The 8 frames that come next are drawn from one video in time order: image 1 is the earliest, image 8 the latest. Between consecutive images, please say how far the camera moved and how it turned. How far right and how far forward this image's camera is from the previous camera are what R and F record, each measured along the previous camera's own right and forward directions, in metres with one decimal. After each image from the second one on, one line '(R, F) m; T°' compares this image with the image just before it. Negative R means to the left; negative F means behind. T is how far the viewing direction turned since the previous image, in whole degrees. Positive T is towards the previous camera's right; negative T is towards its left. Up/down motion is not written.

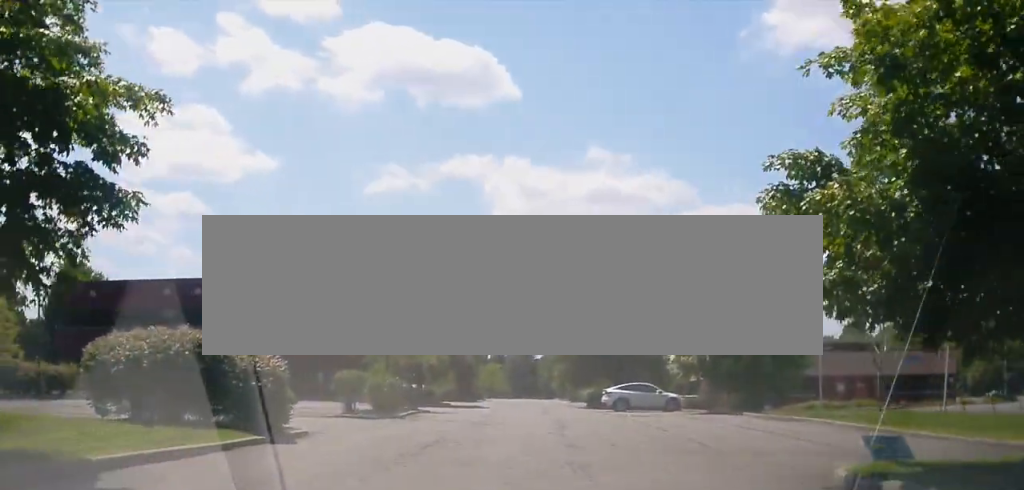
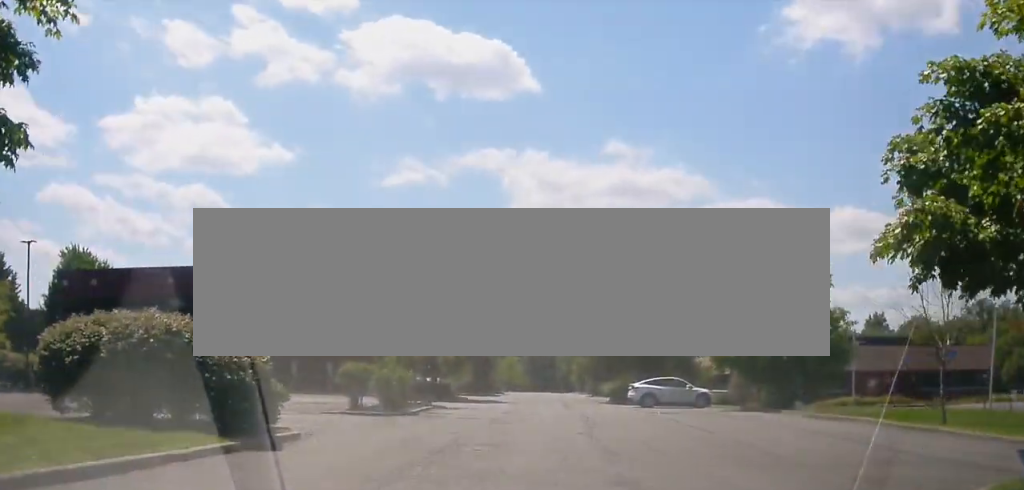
(-0.1, +2.8) m; -1°
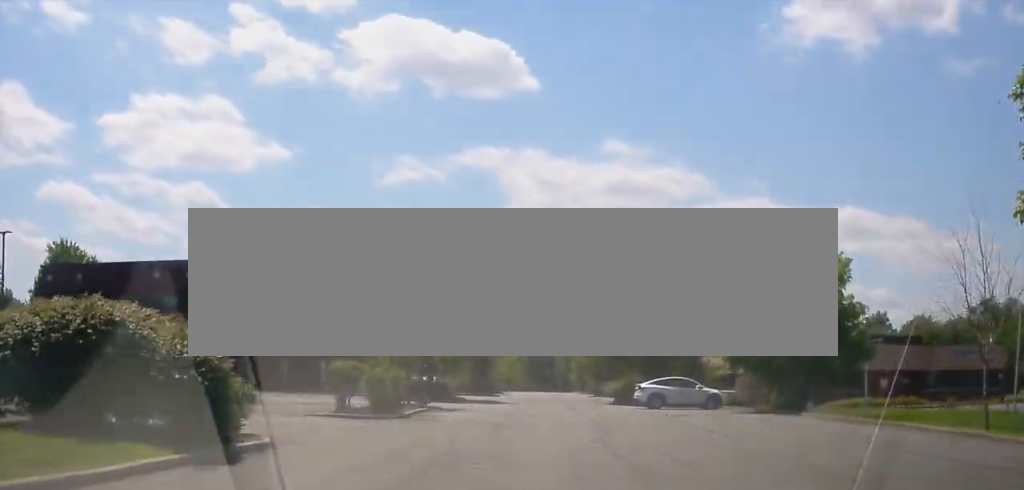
(-0.1, +2.3) m; 0°
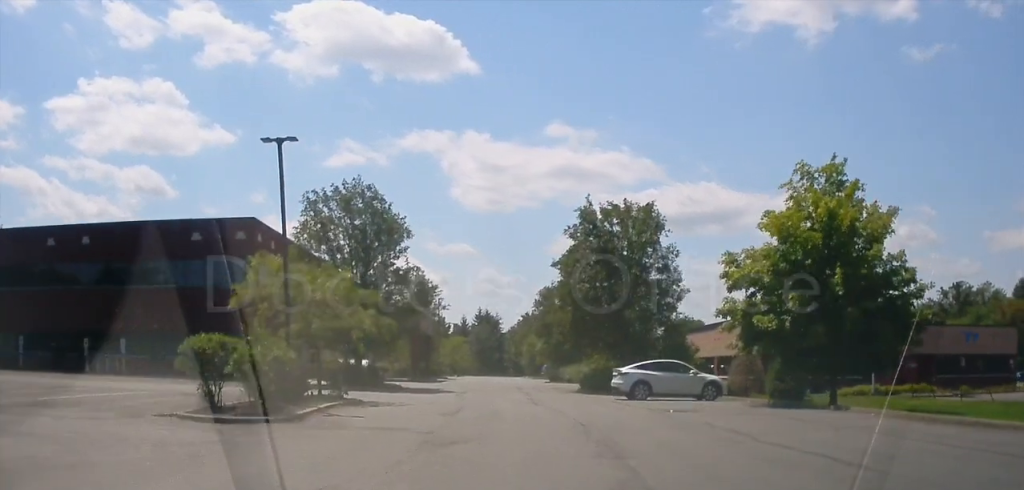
(+0.1, +8.7) m; 0°
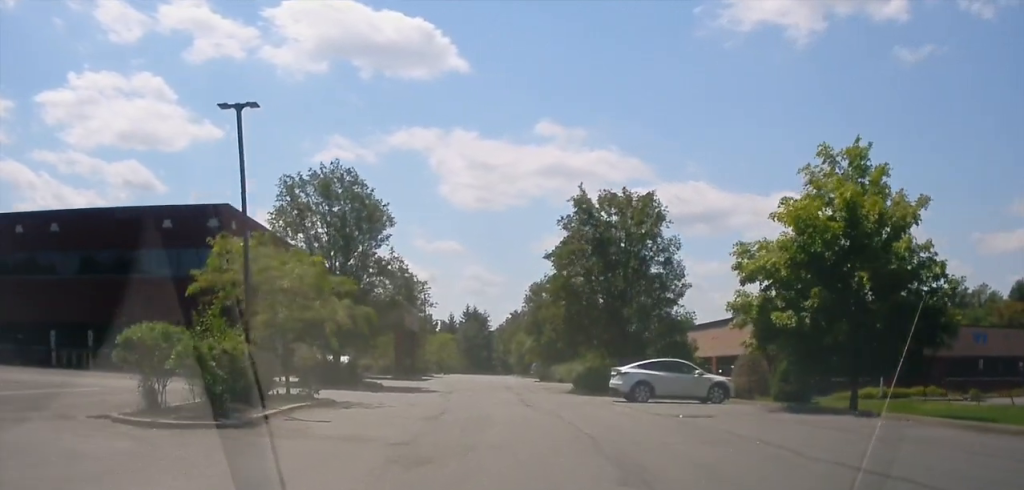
(0.0, +2.7) m; +2°
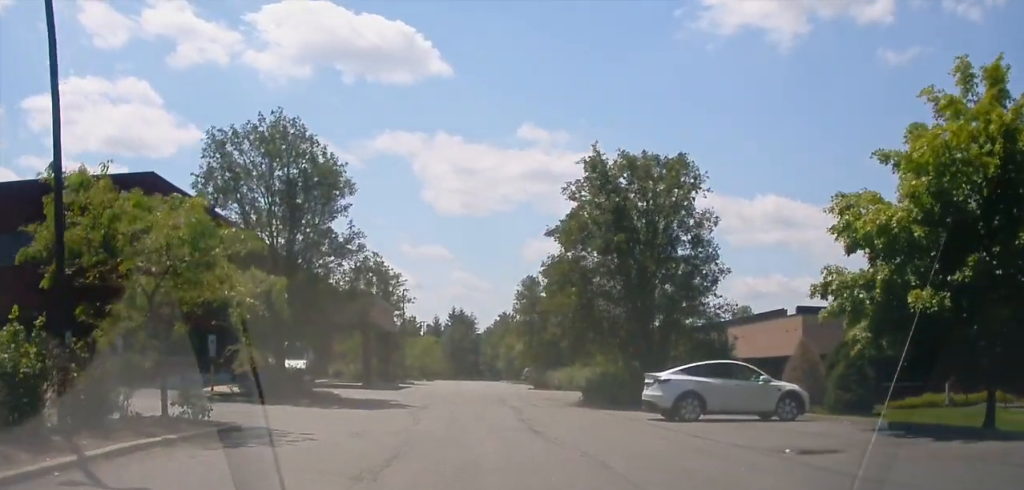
(+0.9, +8.4) m; +2°
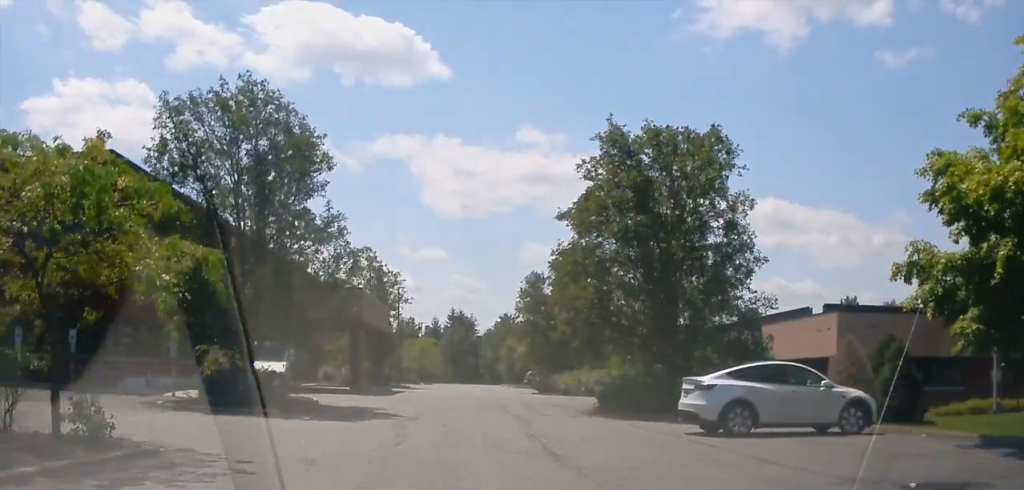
(-0.4, +4.1) m; -5°
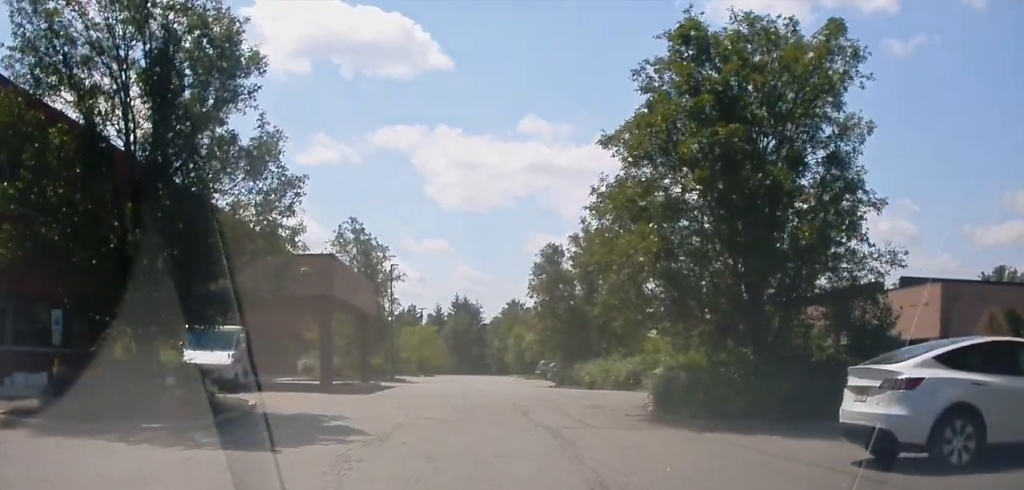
(0.0, +8.1) m; +5°
